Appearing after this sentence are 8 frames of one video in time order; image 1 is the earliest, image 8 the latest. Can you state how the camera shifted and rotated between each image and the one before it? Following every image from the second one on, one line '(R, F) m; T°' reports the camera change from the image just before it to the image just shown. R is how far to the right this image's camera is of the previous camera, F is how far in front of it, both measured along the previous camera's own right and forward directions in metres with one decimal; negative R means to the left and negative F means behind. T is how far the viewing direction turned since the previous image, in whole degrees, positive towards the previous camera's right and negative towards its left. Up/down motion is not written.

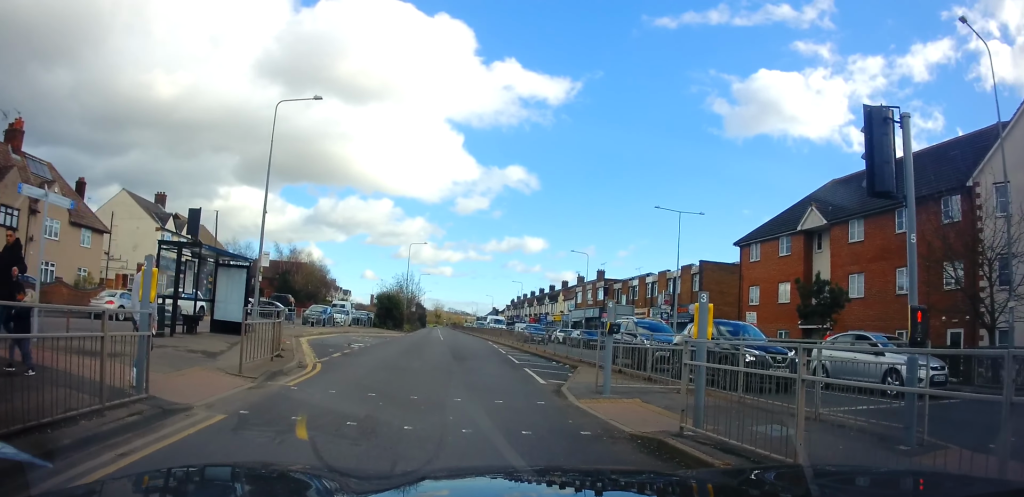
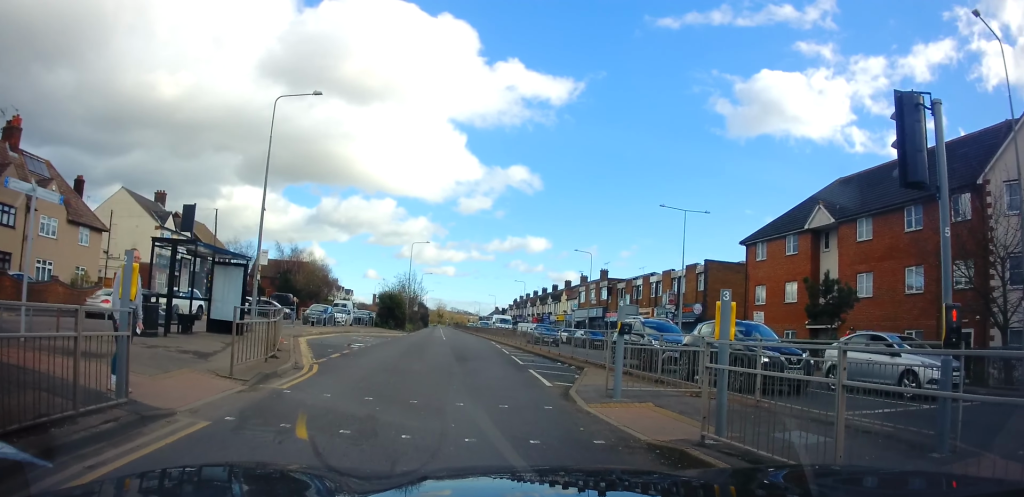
(0.0, +0.7) m; 0°
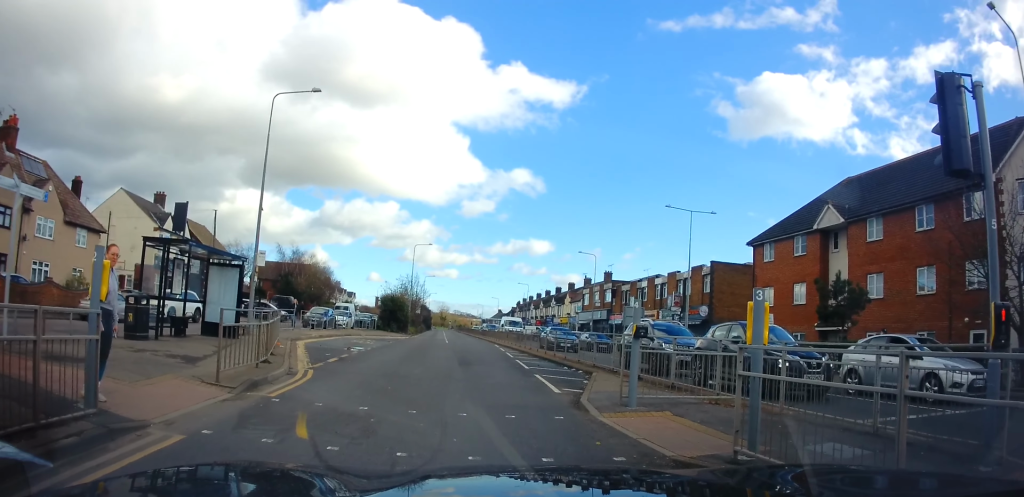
(0.0, +0.7) m; +1°
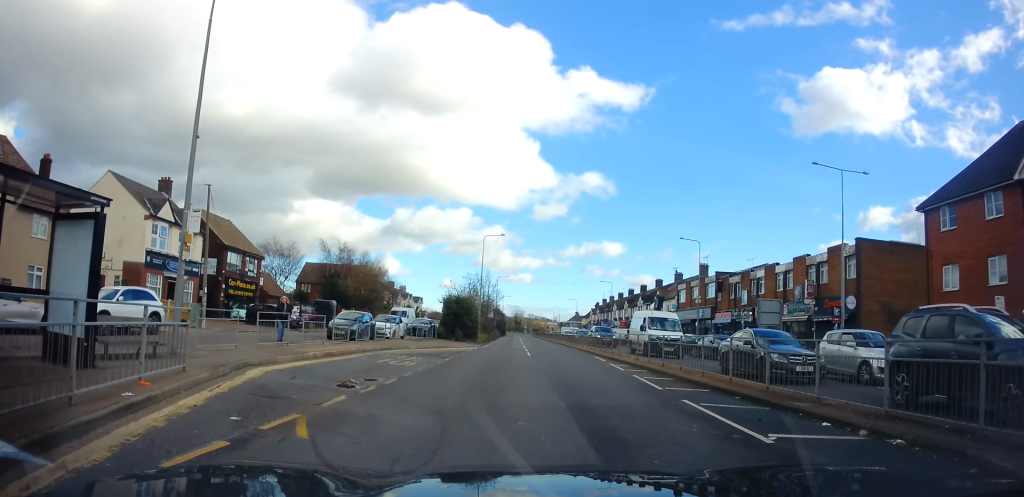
(-0.1, +9.8) m; -5°
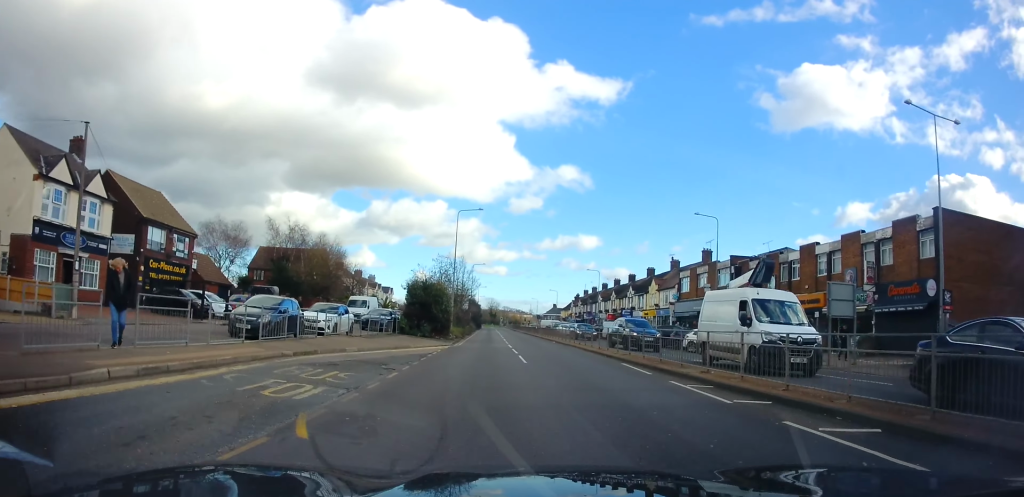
(+0.7, +8.9) m; +5°
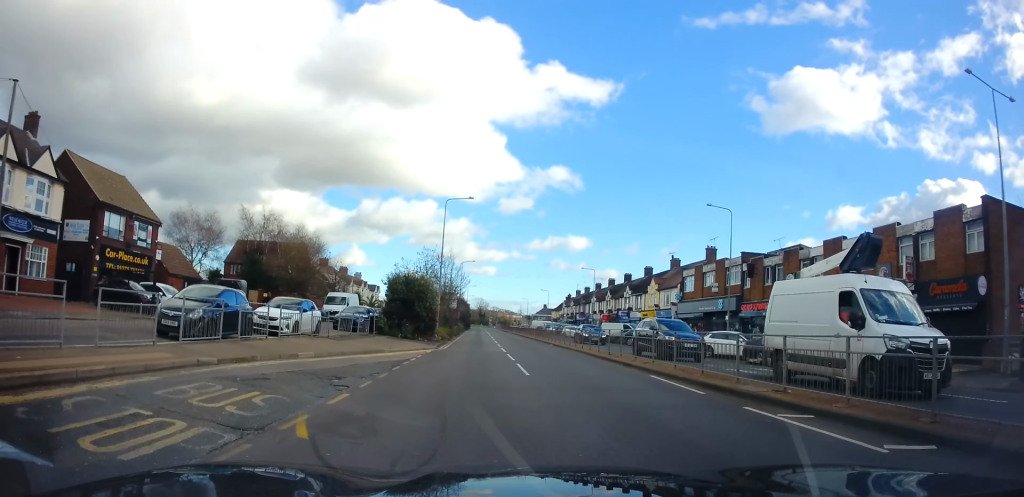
(0.0, +4.0) m; 0°
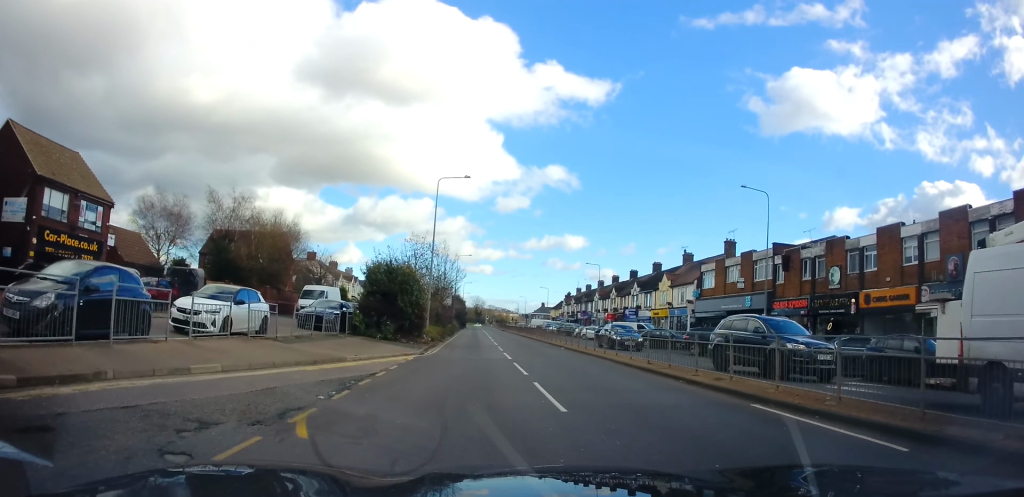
(0.0, +5.9) m; 0°
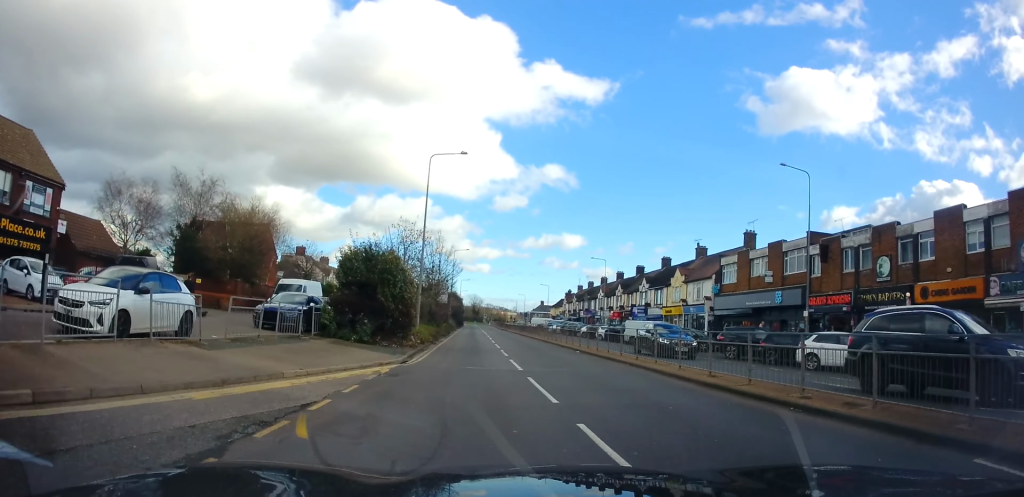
(0.0, +5.0) m; 0°
